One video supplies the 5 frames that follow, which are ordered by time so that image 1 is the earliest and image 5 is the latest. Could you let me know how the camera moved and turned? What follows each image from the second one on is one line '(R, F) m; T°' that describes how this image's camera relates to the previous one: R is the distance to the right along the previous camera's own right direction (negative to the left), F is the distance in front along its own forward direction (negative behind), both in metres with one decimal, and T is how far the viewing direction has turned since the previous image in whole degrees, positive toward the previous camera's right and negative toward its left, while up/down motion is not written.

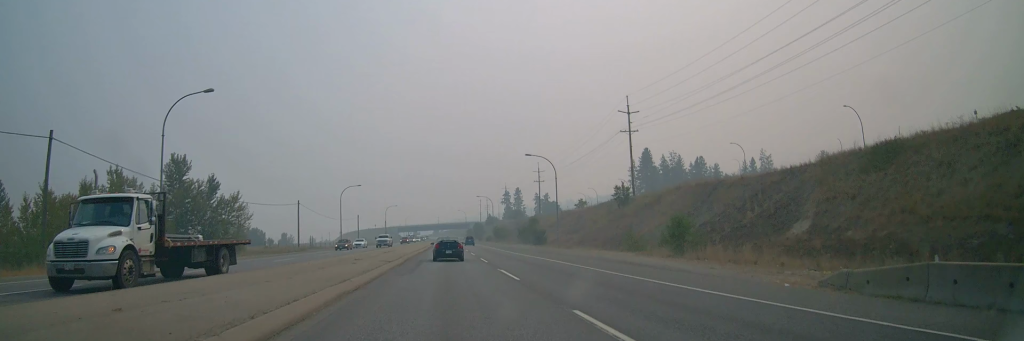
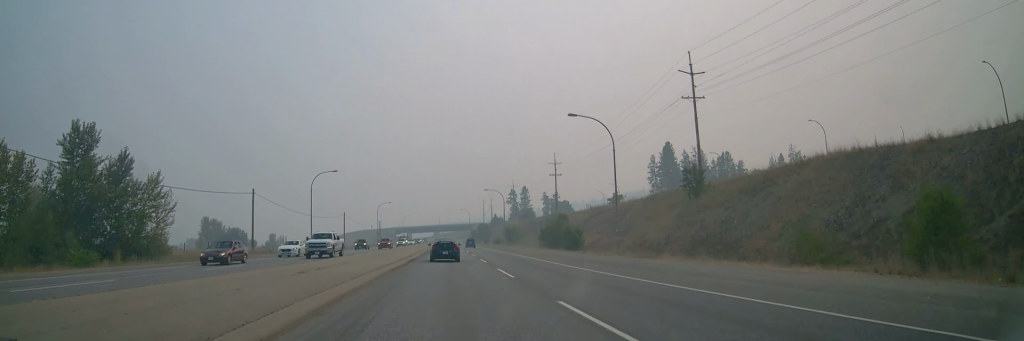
(+0.1, +23.9) m; 0°
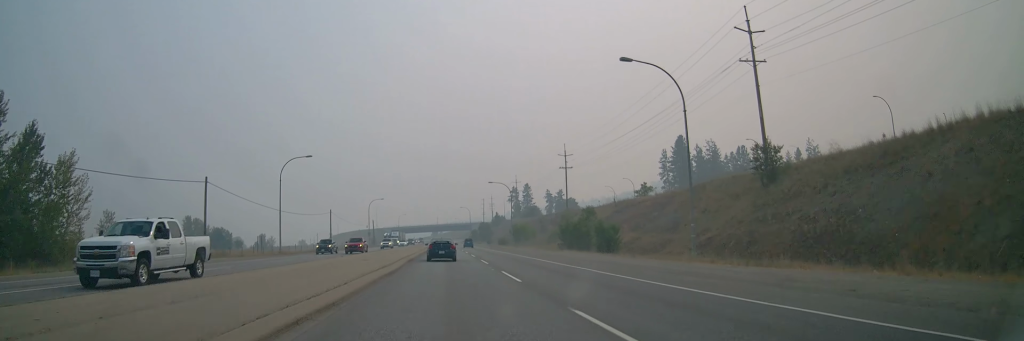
(0.0, +14.7) m; 0°
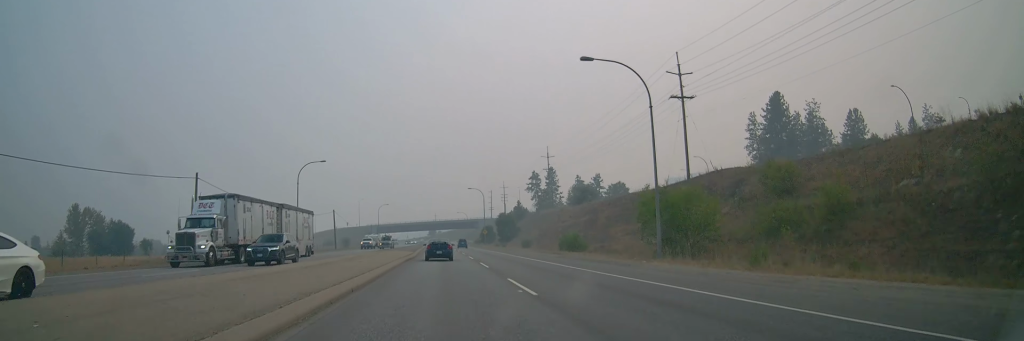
(+0.1, +68.8) m; 0°
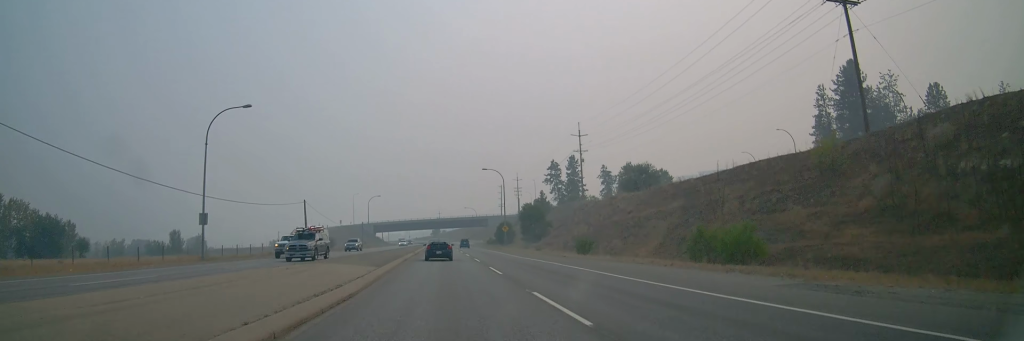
(-0.2, +30.9) m; -1°
